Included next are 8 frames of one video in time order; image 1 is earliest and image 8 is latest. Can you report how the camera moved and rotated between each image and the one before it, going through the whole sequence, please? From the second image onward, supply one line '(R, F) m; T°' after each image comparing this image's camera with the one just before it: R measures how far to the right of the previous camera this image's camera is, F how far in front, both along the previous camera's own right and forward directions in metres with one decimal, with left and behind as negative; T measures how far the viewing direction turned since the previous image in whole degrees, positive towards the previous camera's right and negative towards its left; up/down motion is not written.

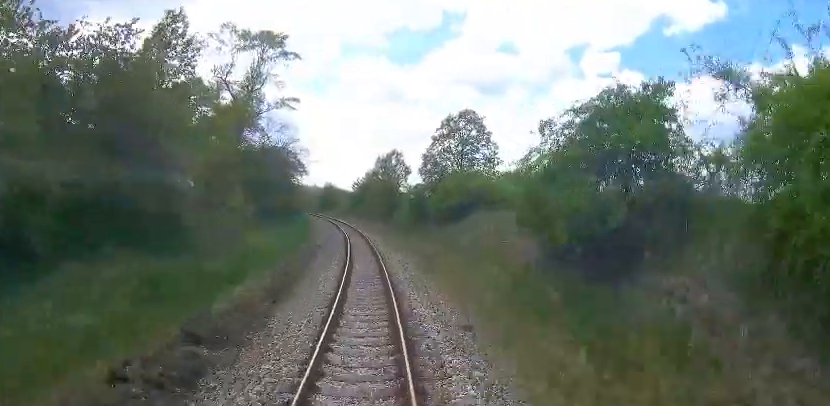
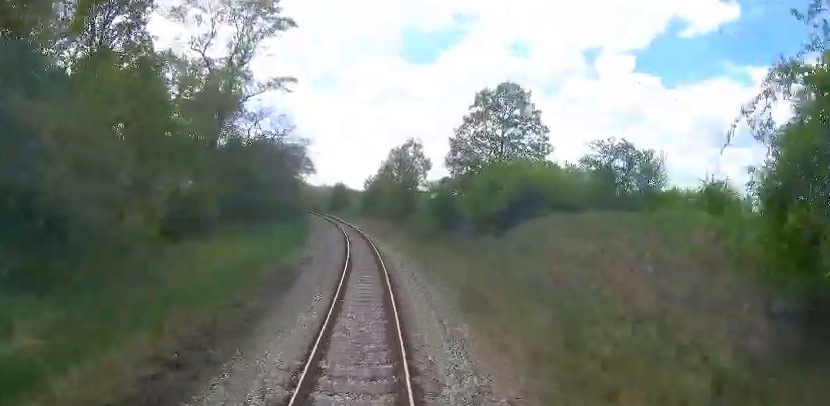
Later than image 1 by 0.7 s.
(0.0, +8.9) m; -1°
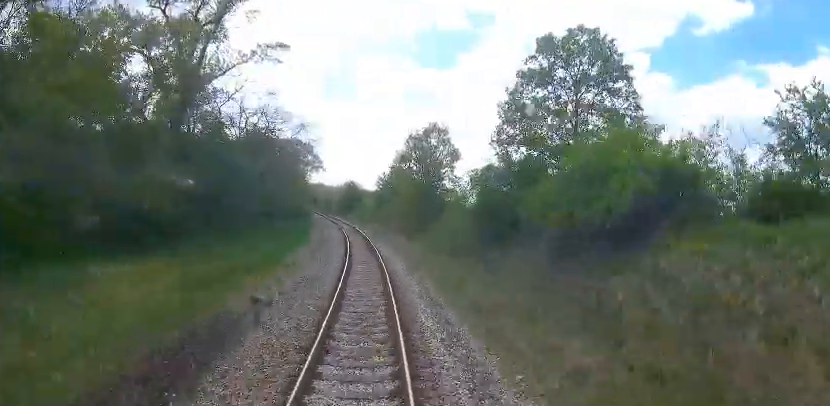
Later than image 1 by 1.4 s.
(-0.2, +9.4) m; -1°
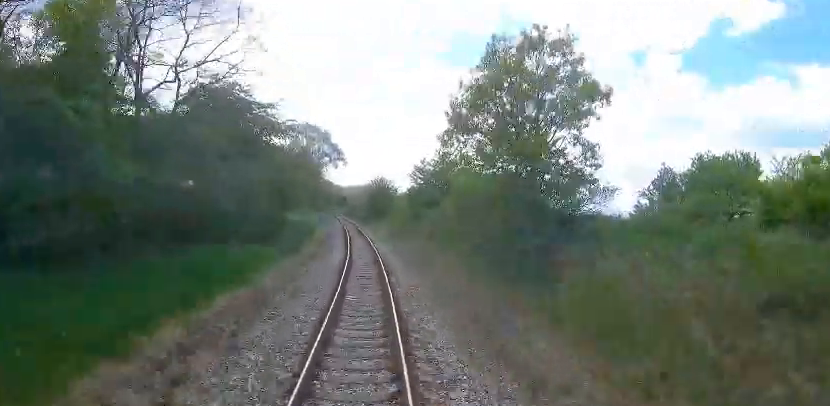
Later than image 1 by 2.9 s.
(-1.1, +19.9) m; -7°
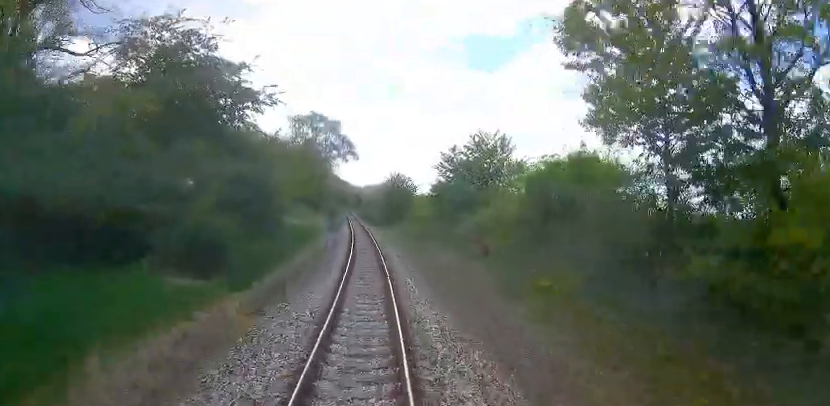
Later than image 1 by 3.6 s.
(-0.5, +9.8) m; -3°
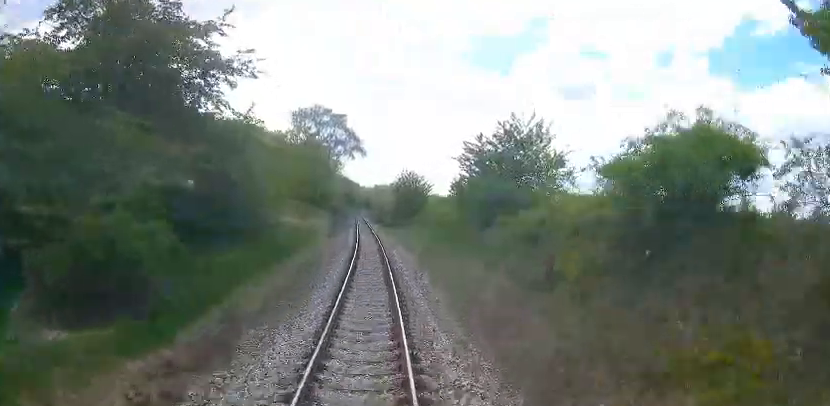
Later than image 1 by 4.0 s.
(0.0, +5.8) m; 0°
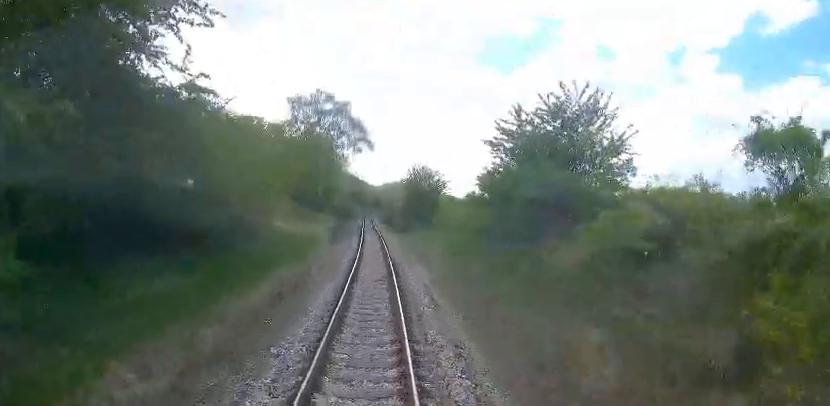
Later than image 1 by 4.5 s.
(0.0, +6.3) m; 0°
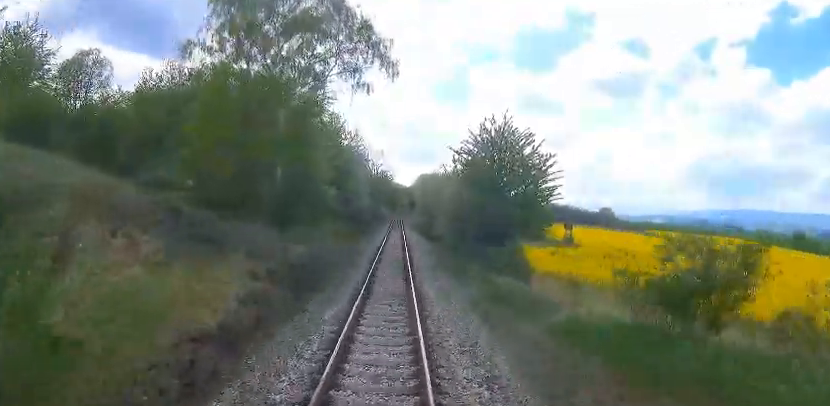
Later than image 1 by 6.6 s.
(-2.7, +28.1) m; -14°
